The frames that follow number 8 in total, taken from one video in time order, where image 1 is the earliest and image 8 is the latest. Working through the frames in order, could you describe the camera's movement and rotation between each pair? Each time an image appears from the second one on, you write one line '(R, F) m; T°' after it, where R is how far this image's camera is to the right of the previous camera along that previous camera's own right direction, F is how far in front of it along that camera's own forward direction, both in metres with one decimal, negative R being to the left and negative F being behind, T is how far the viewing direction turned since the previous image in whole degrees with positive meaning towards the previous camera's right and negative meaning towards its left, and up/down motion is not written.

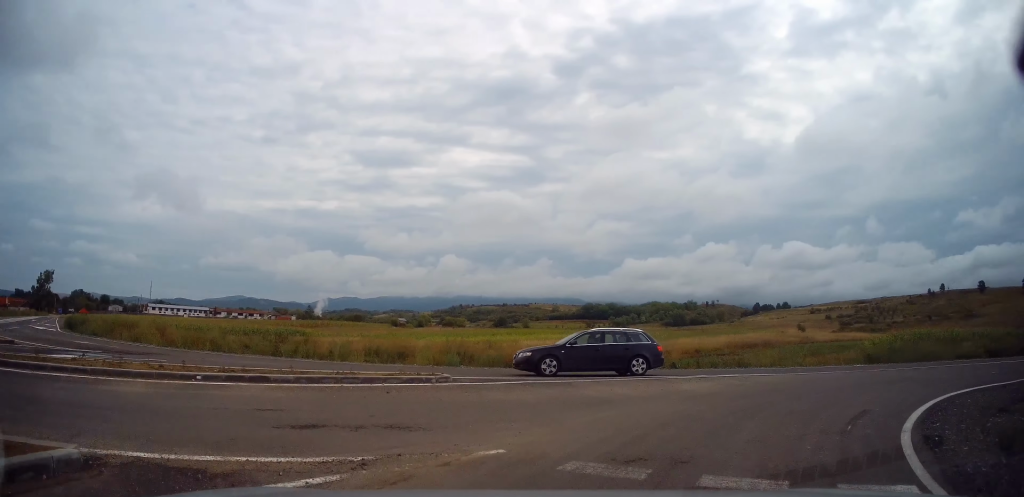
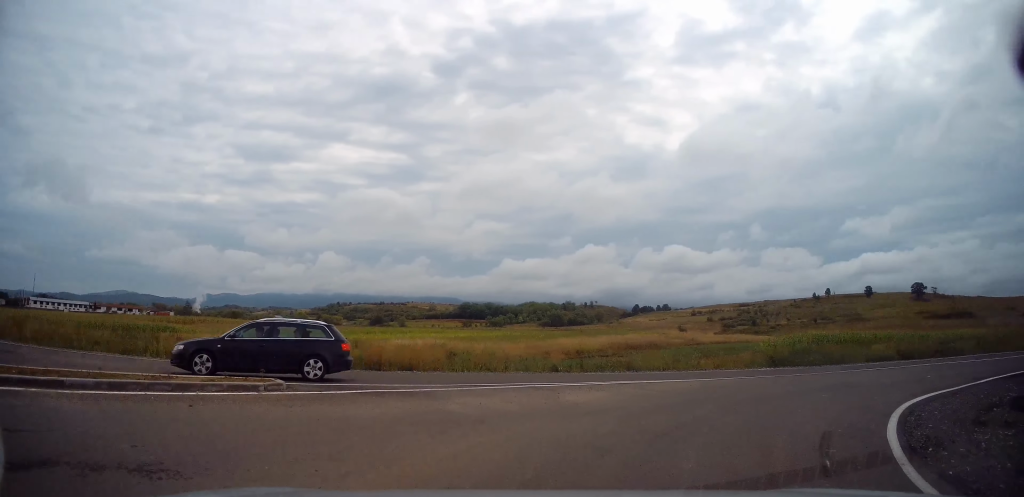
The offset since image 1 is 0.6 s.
(+0.4, +3.1) m; +14°
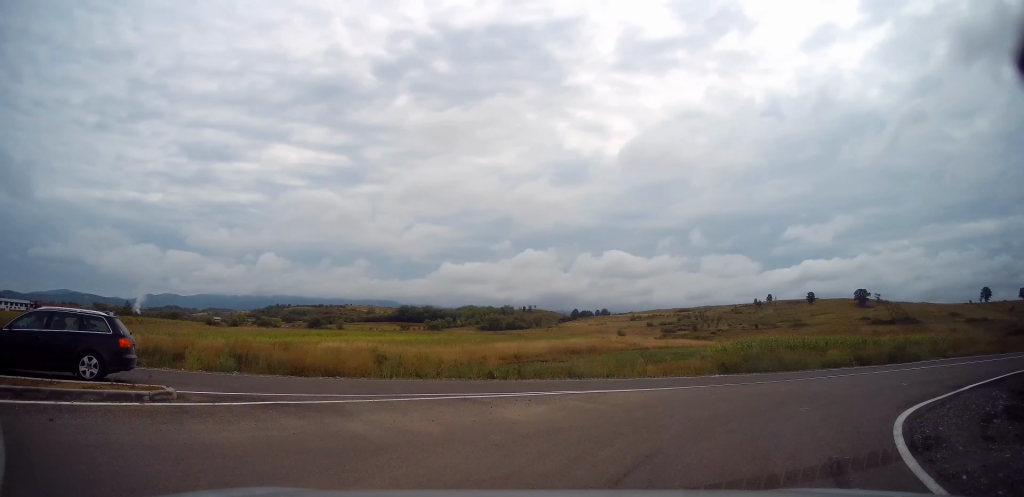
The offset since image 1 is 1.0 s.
(+0.2, +1.9) m; +11°
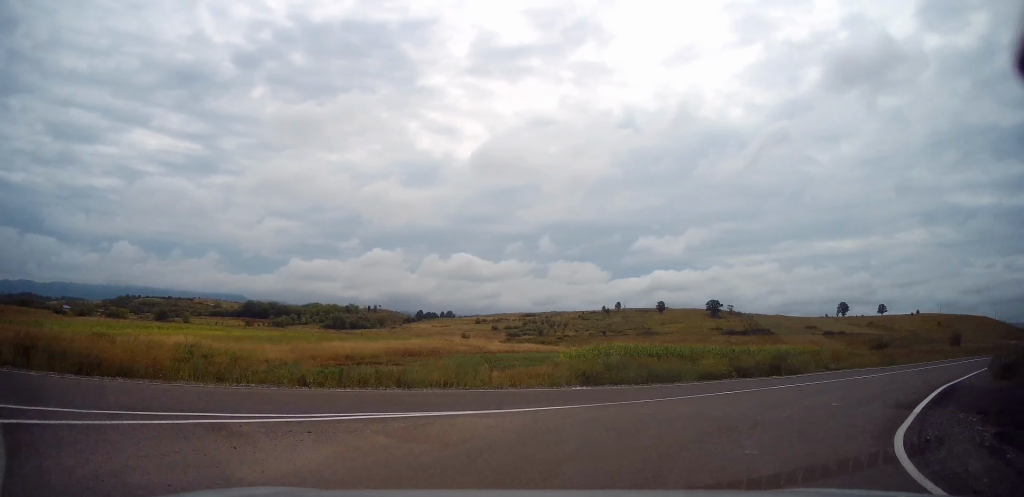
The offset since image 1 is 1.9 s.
(+0.6, +3.9) m; +23°
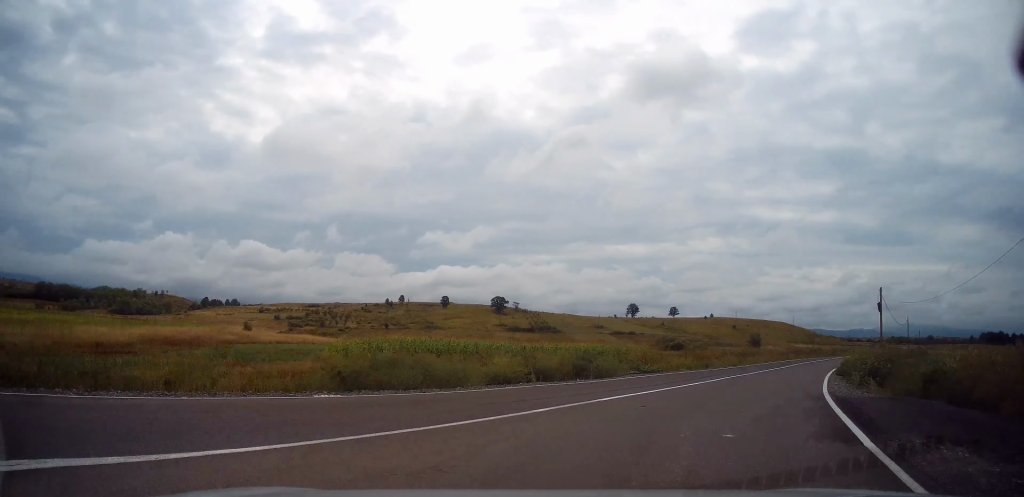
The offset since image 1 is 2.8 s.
(+1.1, +4.7) m; +21°
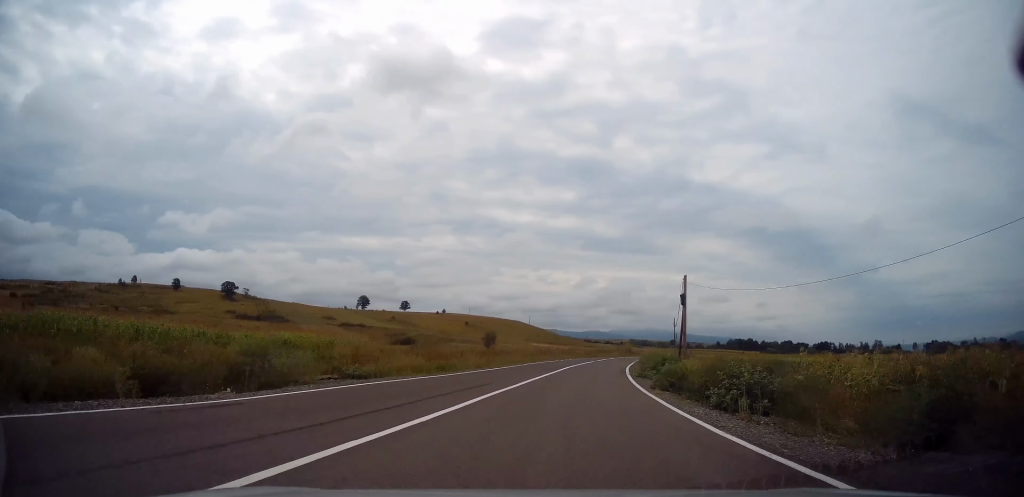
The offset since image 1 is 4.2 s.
(+1.8, +10.1) m; +17°
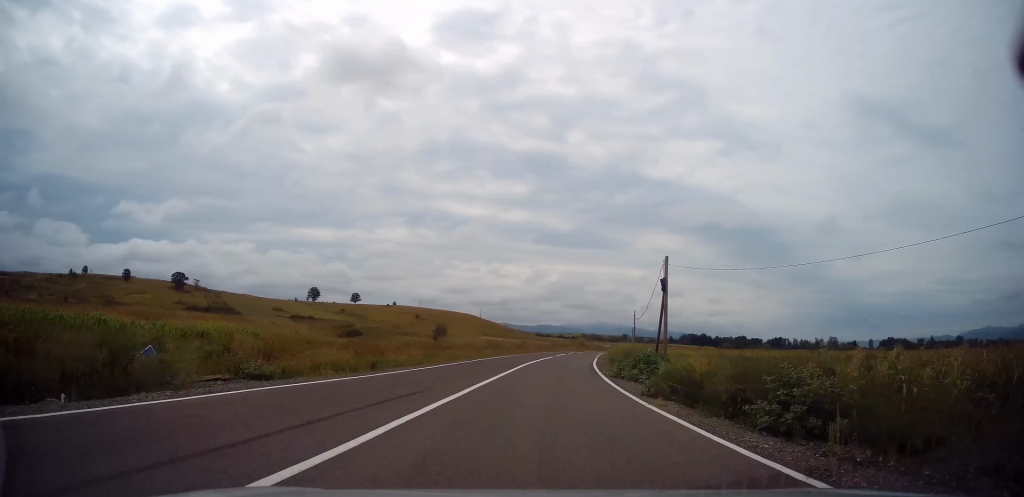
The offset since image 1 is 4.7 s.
(+0.1, +4.6) m; +6°
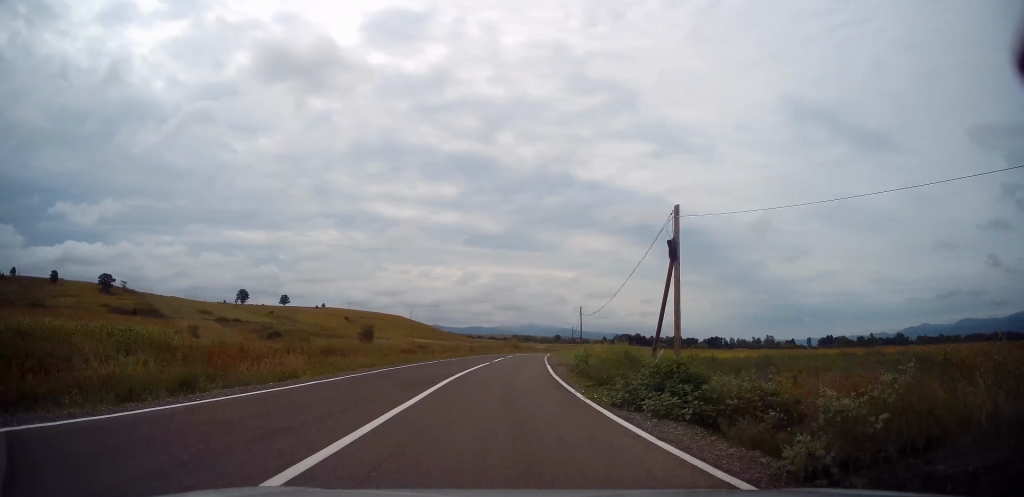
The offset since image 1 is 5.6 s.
(+0.7, +9.6) m; +8°
